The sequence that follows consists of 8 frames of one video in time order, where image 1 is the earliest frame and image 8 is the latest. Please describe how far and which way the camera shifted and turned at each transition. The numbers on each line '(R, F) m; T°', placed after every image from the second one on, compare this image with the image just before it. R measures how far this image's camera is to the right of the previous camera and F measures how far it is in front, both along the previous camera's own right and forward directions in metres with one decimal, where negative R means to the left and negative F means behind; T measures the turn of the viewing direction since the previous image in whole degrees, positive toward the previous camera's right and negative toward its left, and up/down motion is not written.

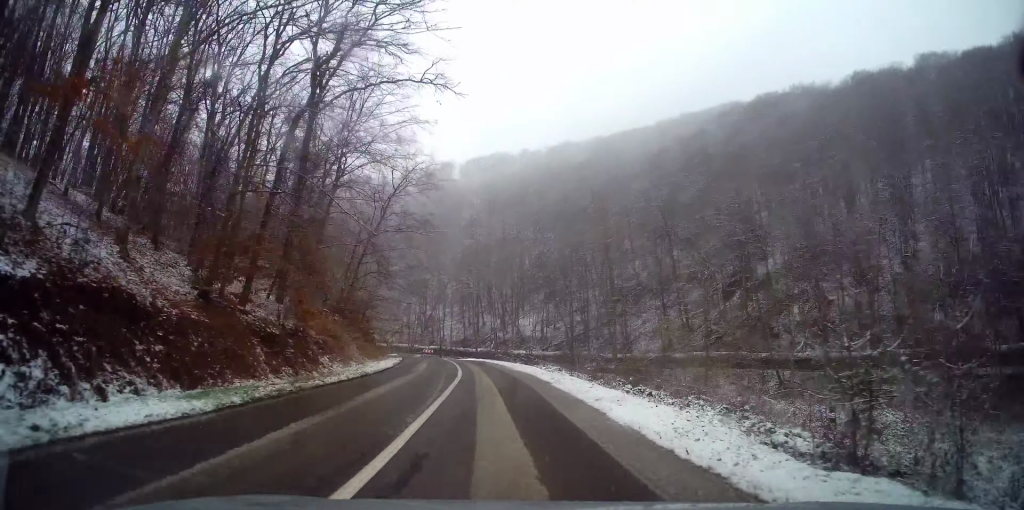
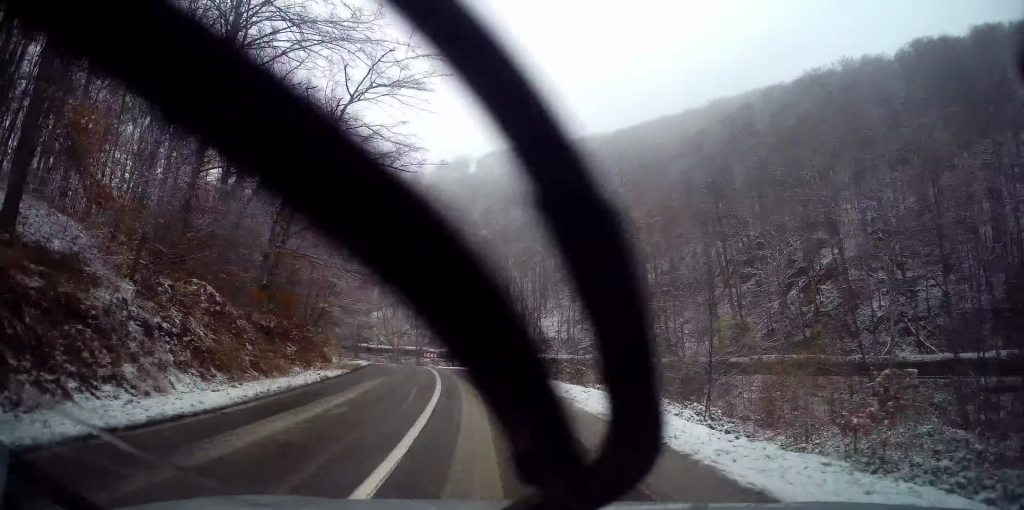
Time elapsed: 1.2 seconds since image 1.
(-0.3, +18.4) m; -3°
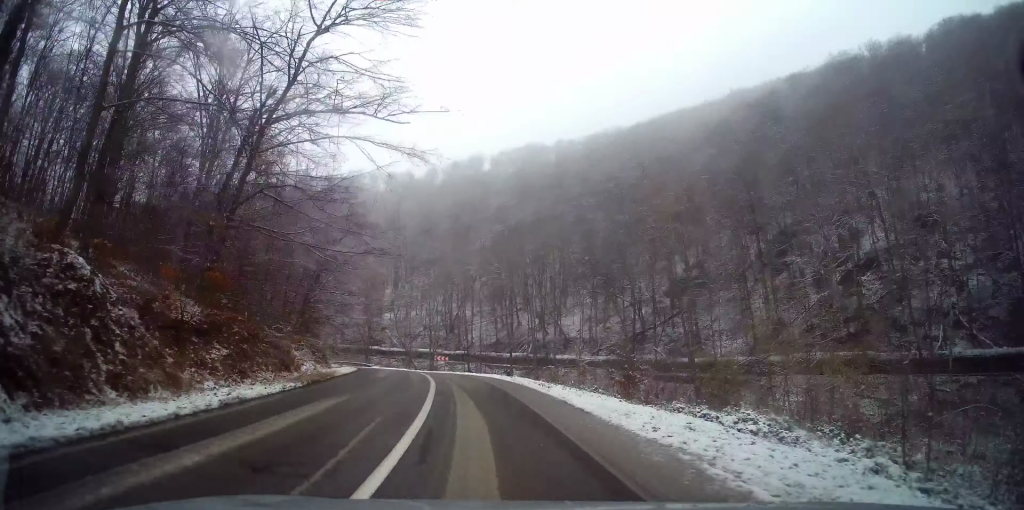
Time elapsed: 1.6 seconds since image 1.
(-0.2, +7.2) m; -2°
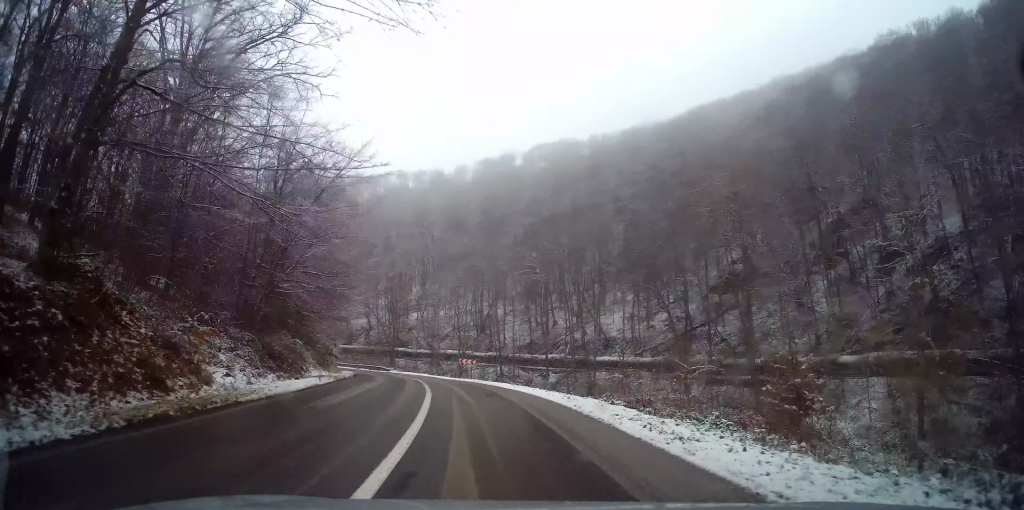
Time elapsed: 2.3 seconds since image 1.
(-0.1, +9.8) m; -4°
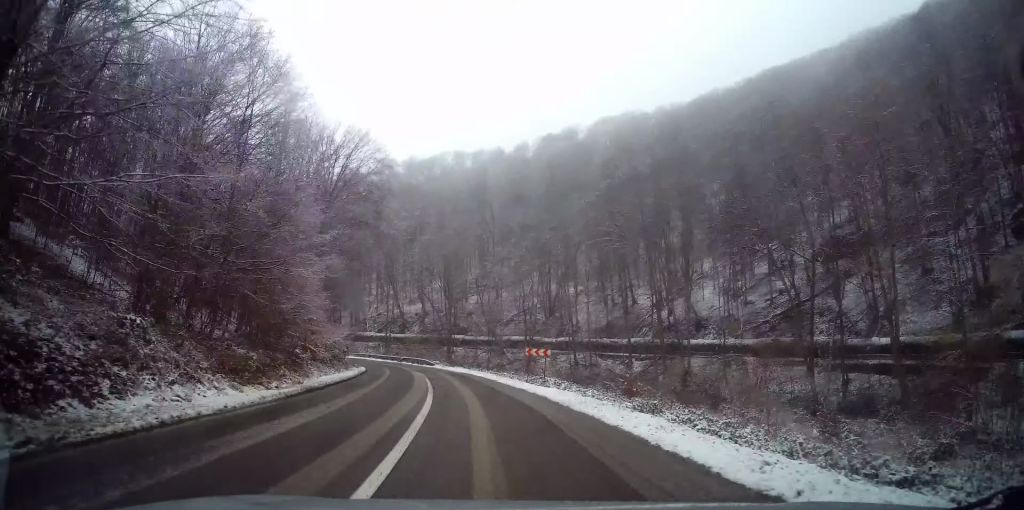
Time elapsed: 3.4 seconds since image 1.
(-1.4, +17.8) m; -8°
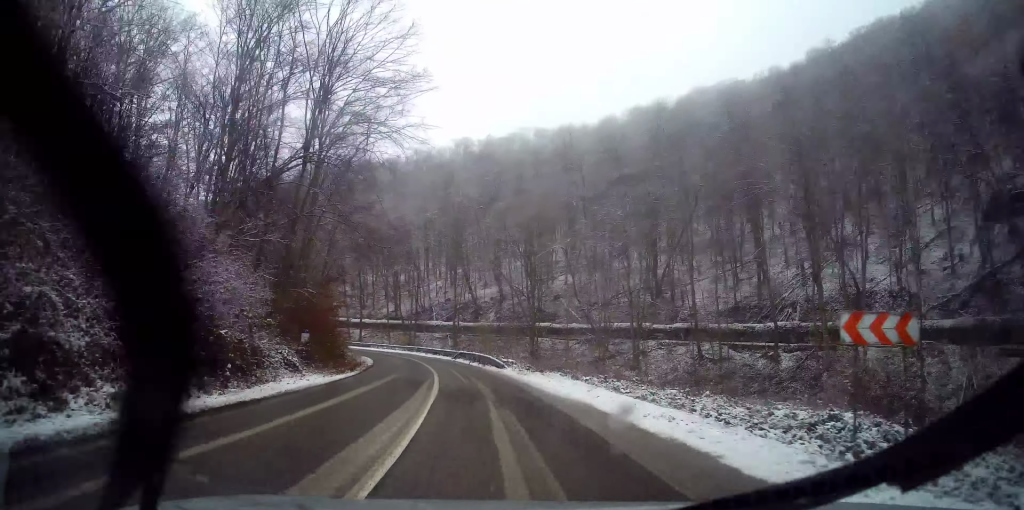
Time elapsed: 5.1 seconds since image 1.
(-1.9, +25.2) m; -7°
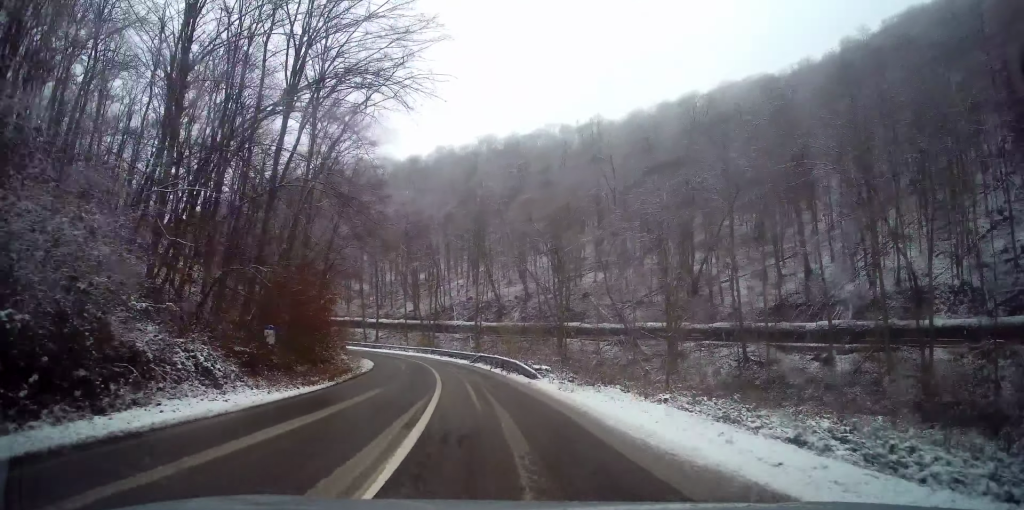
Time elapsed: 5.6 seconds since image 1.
(-0.1, +7.0) m; -2°
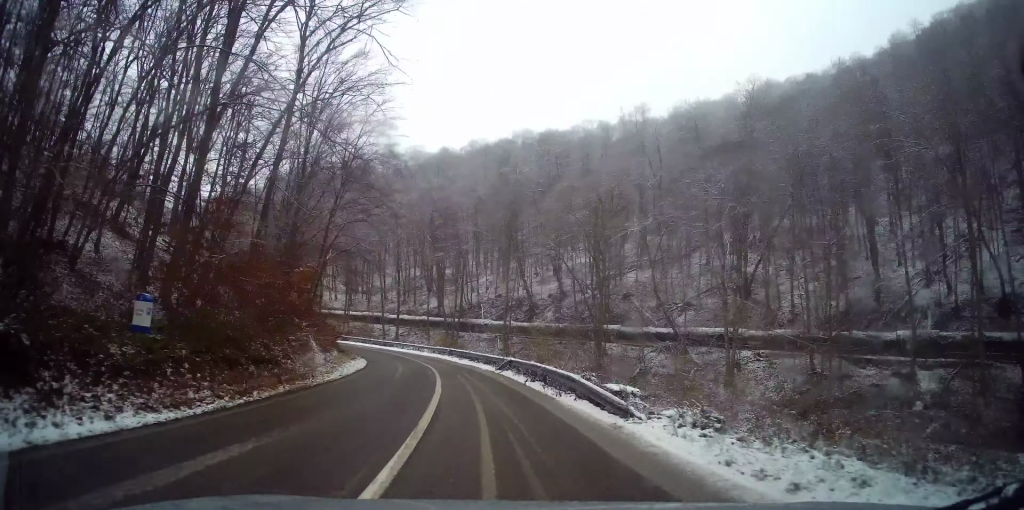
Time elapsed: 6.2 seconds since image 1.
(-0.2, +9.5) m; -3°
